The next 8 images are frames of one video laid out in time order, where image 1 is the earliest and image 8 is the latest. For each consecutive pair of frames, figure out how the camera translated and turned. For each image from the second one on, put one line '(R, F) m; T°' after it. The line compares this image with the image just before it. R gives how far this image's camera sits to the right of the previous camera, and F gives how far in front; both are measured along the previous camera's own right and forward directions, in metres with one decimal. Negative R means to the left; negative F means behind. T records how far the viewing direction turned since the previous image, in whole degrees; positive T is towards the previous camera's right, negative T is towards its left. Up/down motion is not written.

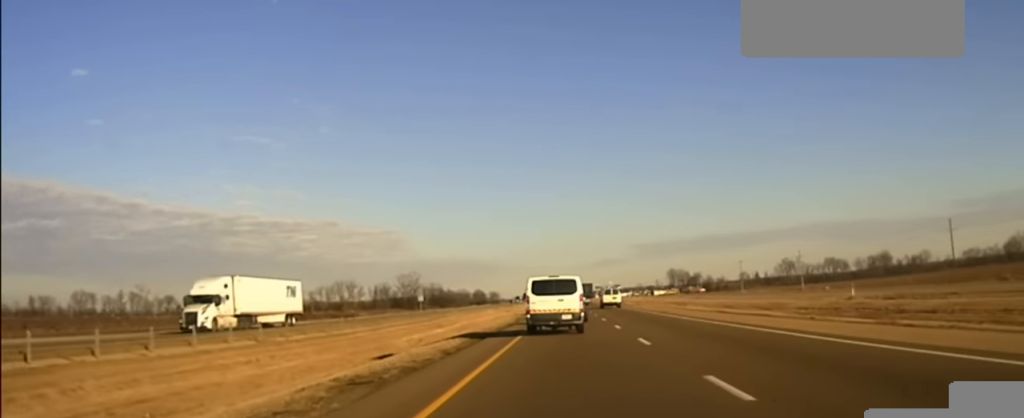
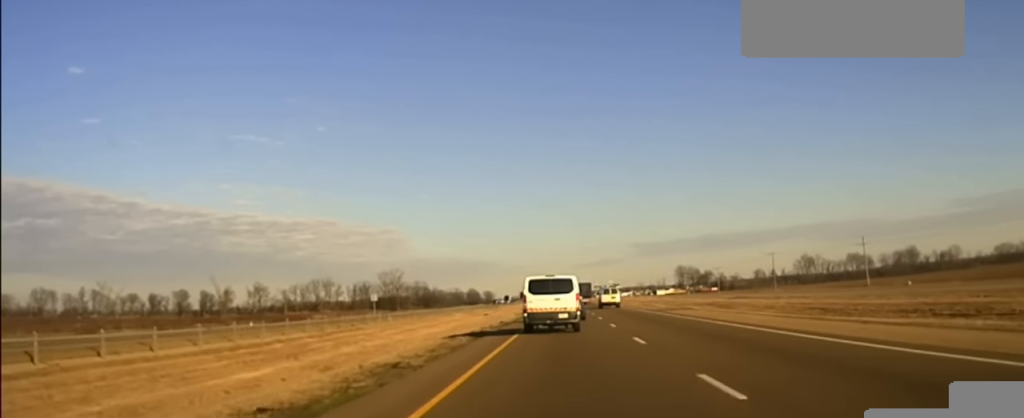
(+0.5, +49.1) m; 0°
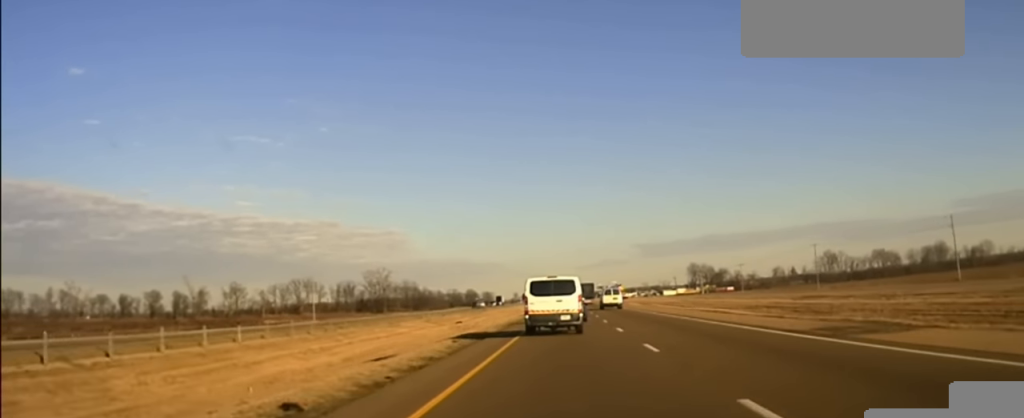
(-0.2, +30.7) m; -1°
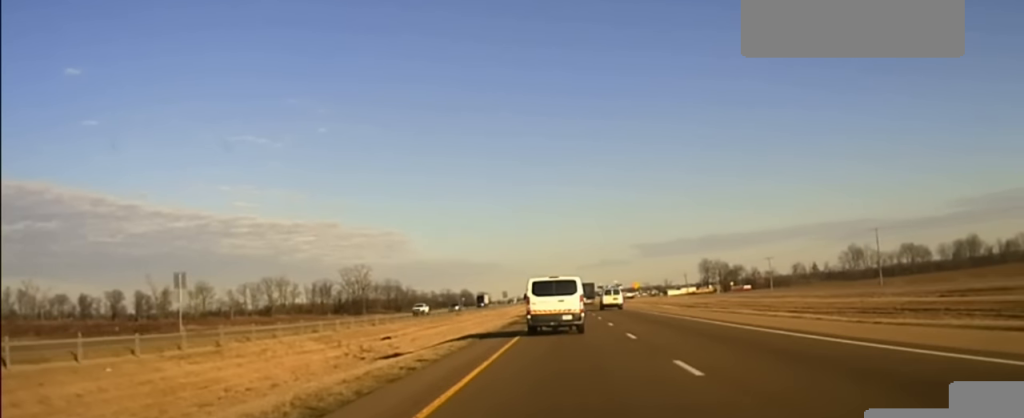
(-0.1, +38.5) m; 0°
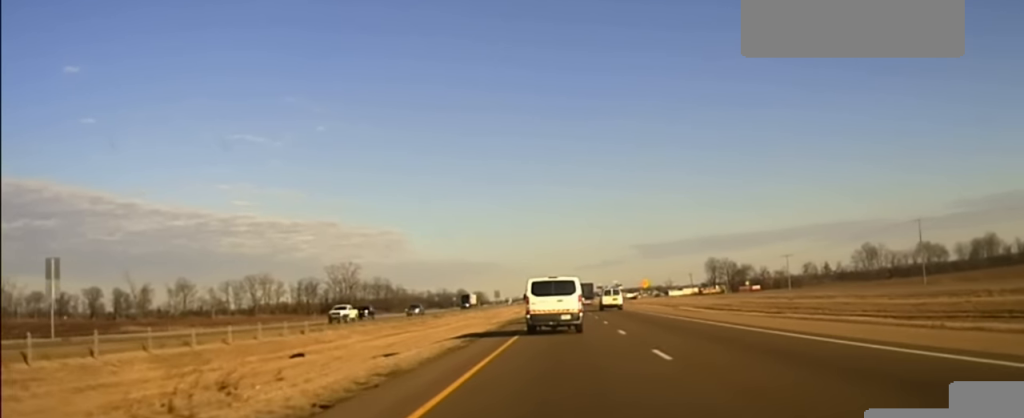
(0.0, +22.7) m; 0°
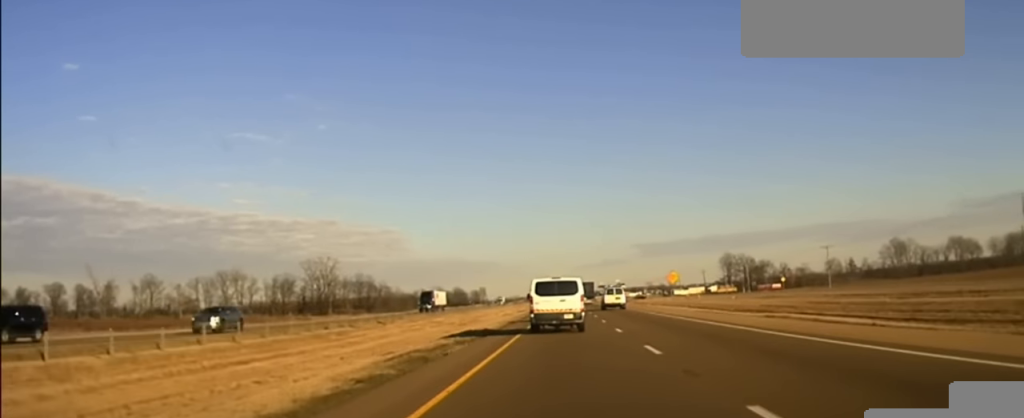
(+0.1, +41.7) m; 0°
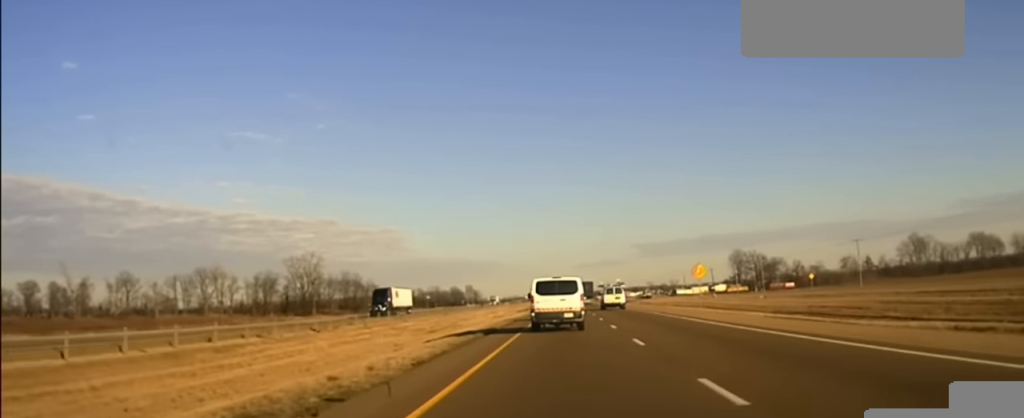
(+0.1, +27.3) m; 0°
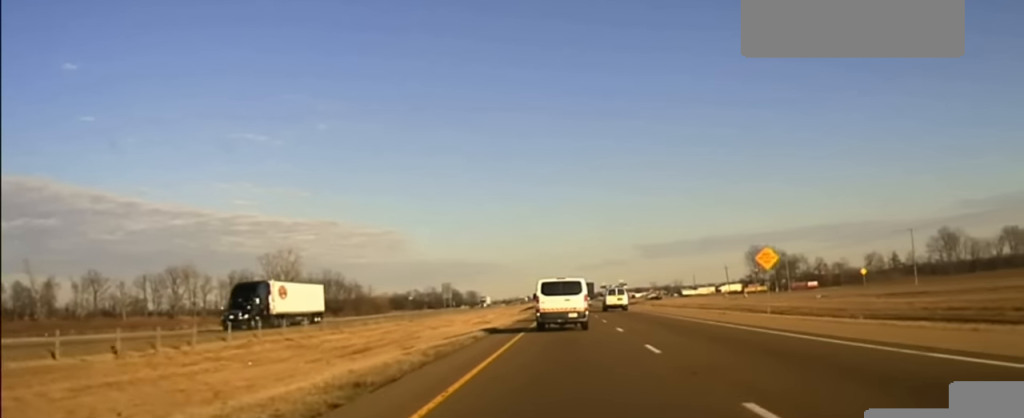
(0.0, +33.3) m; 0°
